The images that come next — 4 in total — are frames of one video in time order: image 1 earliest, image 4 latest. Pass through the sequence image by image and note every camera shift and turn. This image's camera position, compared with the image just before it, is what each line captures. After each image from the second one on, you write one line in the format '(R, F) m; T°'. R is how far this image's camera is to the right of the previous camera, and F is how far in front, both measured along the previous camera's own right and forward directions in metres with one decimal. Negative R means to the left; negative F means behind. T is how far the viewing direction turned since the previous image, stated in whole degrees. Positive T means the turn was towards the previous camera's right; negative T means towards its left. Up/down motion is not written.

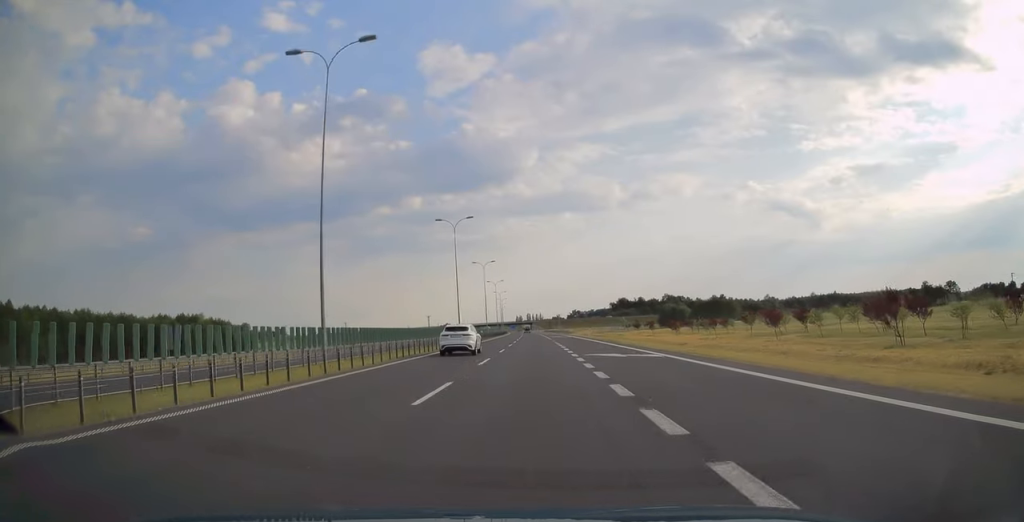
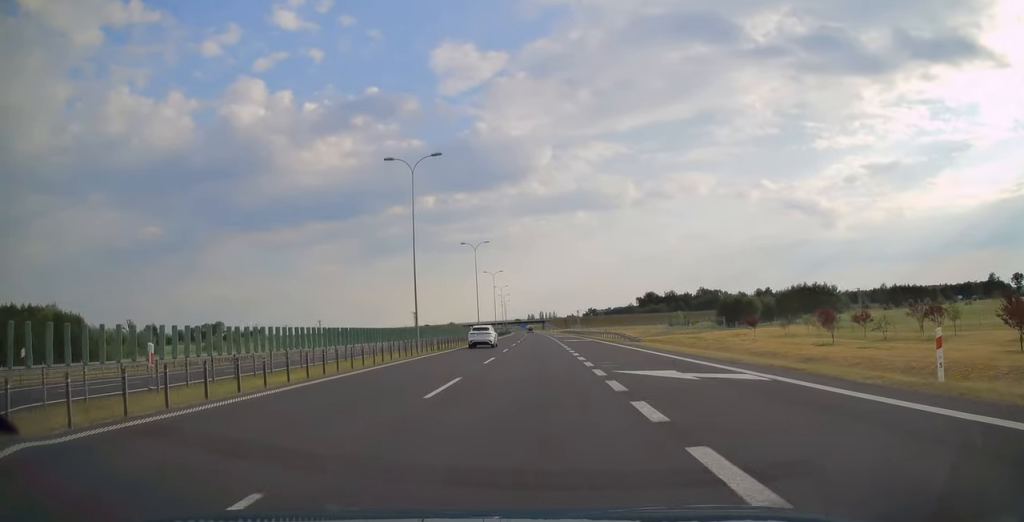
(-0.4, +70.9) m; -1°
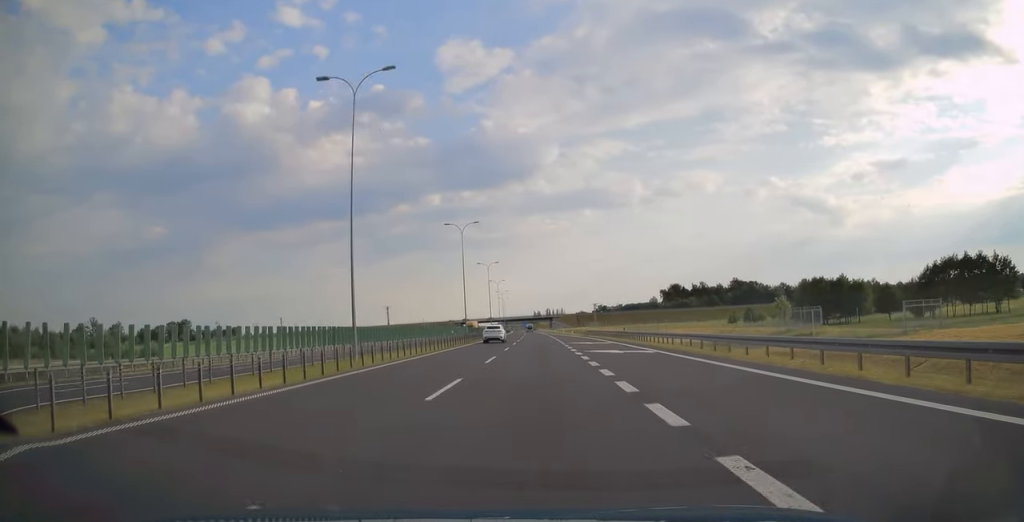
(-0.6, +60.7) m; -1°
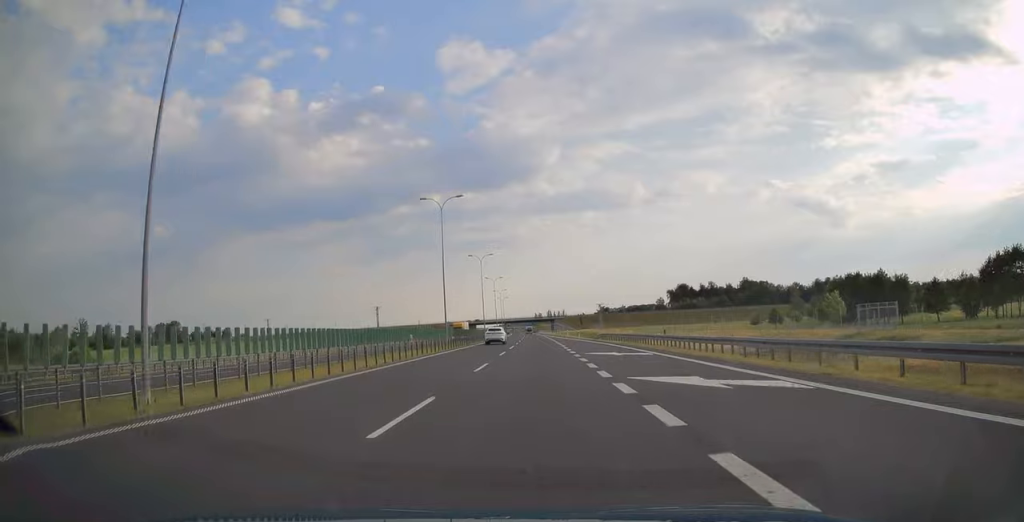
(0.0, +15.9) m; 0°
